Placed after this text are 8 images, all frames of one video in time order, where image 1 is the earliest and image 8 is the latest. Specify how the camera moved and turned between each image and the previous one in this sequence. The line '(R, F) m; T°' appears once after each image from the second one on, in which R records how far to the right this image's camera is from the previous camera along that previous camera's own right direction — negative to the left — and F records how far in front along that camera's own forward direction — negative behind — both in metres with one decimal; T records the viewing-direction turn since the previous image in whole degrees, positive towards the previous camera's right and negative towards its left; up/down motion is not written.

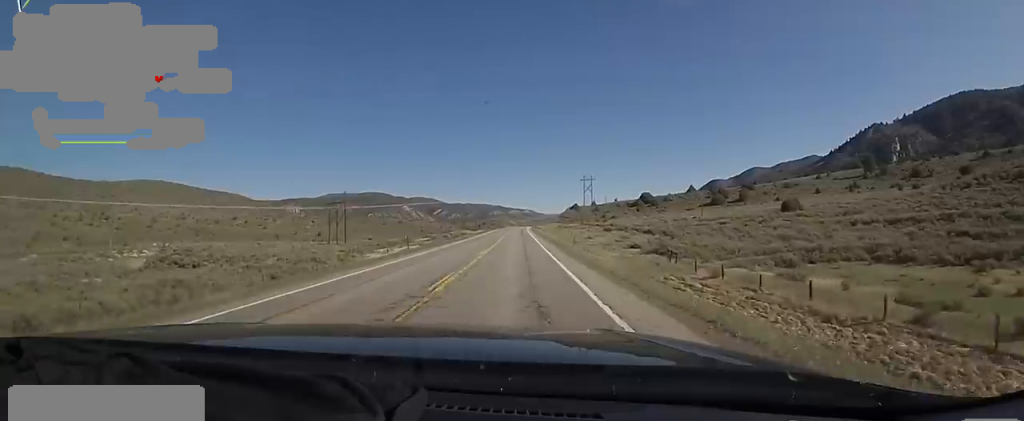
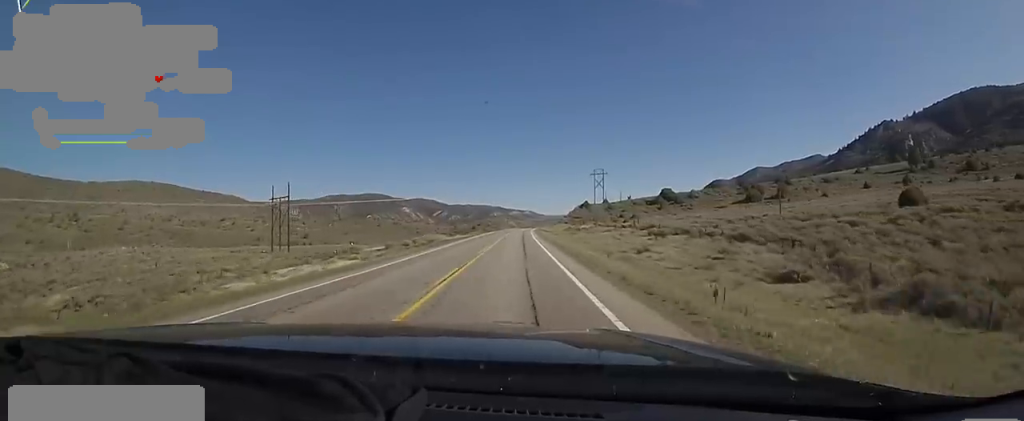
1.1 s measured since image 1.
(+0.2, +35.5) m; +2°
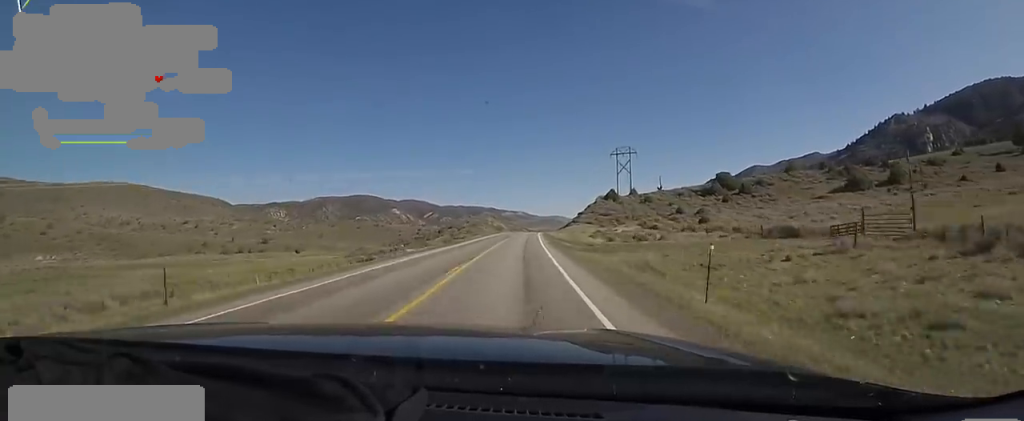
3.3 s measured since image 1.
(-0.2, +68.7) m; -2°
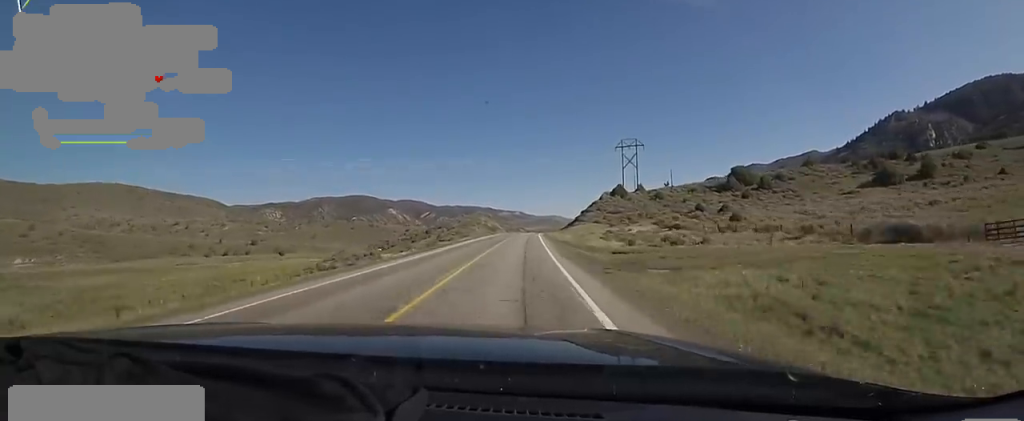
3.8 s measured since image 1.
(+0.1, +13.6) m; +1°
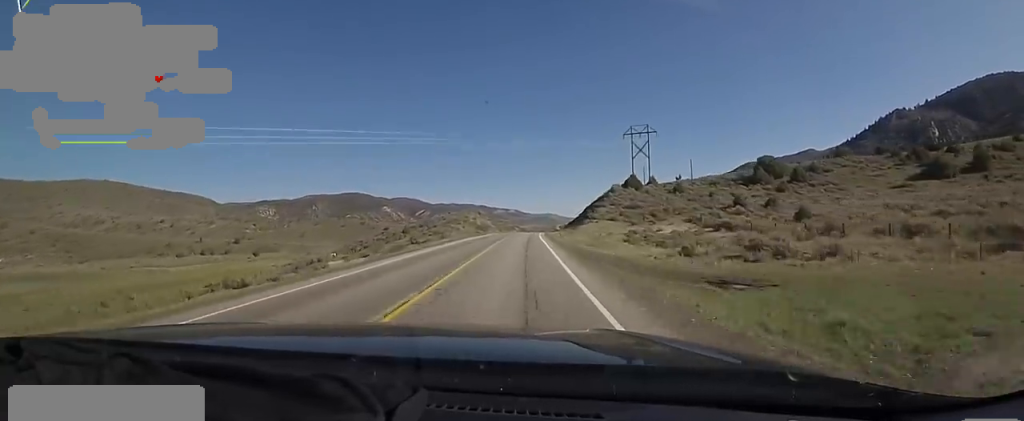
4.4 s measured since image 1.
(-0.1, +18.8) m; +2°
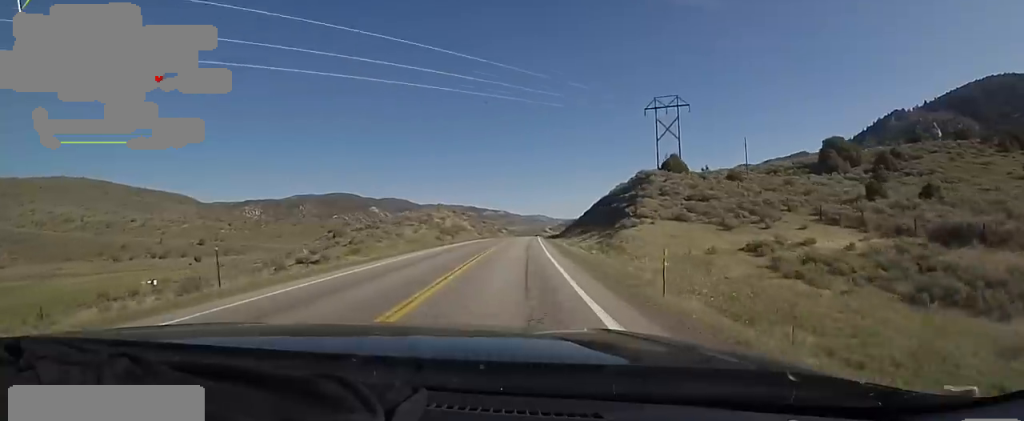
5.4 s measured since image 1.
(+1.2, +32.5) m; +2°
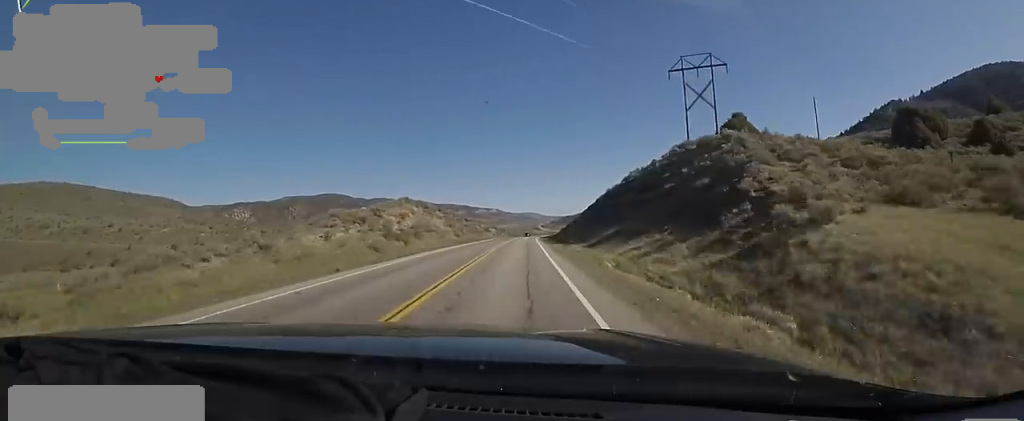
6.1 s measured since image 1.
(0.0, +22.9) m; +2°
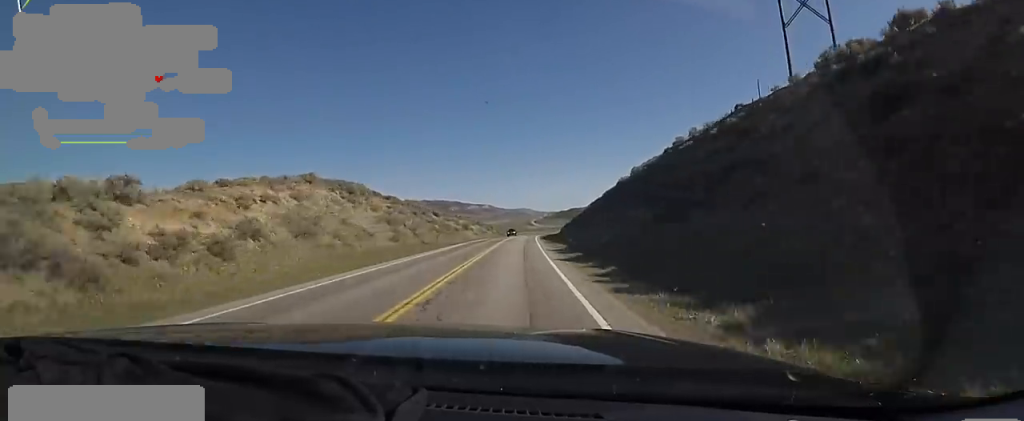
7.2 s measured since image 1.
(+0.8, +31.9) m; 0°
